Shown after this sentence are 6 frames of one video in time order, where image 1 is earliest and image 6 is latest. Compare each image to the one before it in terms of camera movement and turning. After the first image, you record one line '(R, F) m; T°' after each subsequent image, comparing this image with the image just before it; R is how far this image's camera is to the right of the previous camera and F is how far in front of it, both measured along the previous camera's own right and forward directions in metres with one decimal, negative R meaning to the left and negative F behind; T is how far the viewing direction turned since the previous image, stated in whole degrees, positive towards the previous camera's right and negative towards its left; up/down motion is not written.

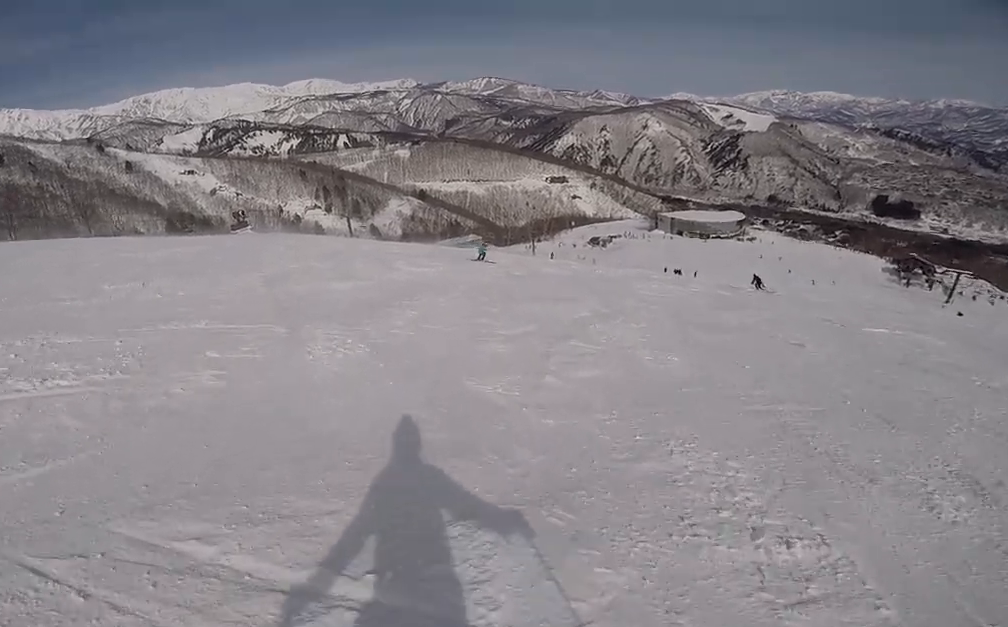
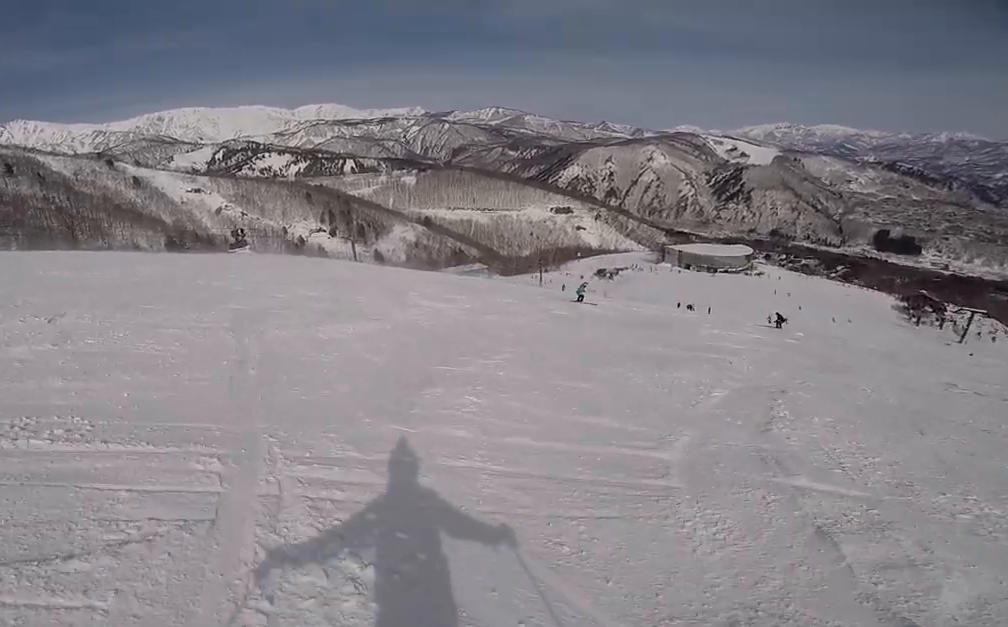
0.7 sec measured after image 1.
(+0.1, +3.8) m; -11°
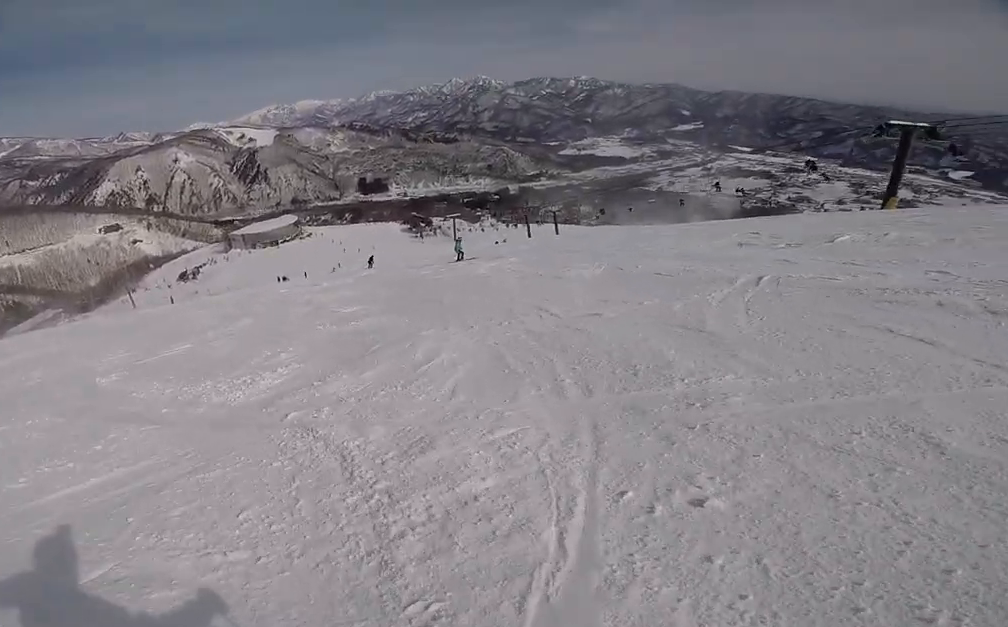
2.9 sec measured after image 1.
(+2.0, +8.9) m; +63°
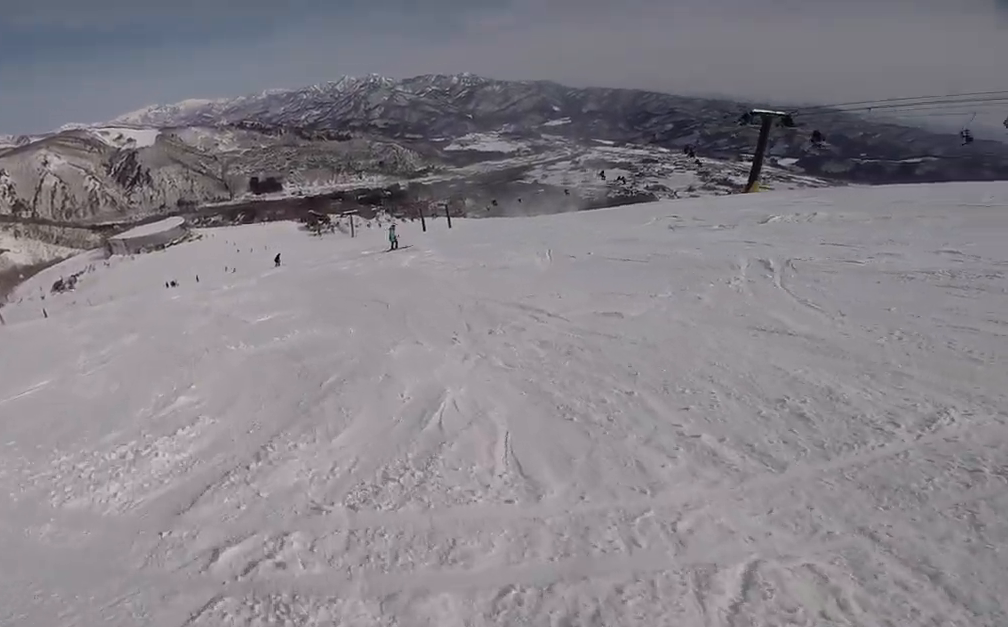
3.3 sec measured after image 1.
(+0.8, +1.4) m; +15°
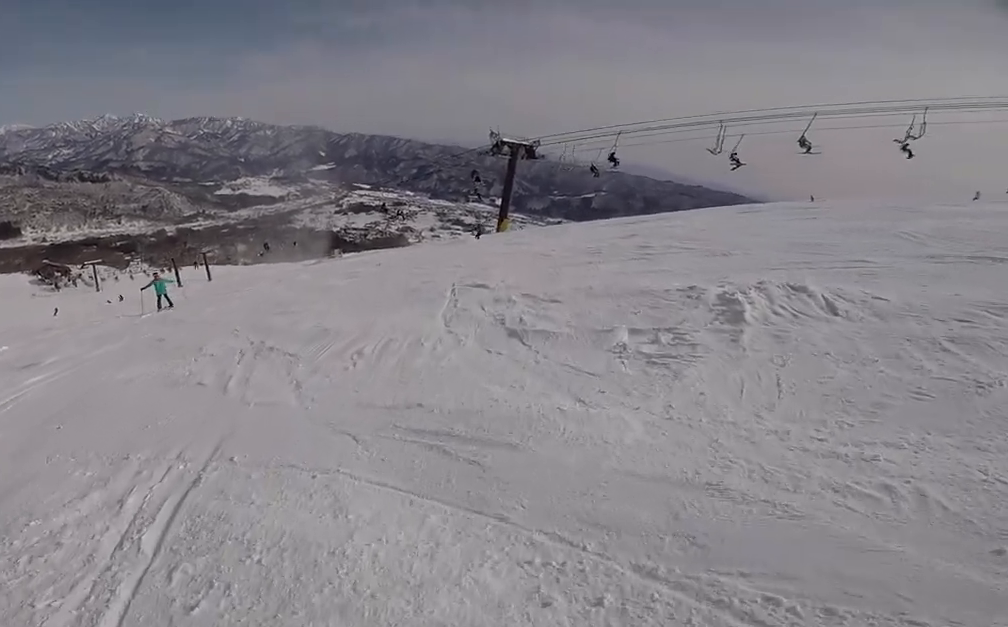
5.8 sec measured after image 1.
(+3.9, +9.5) m; +46°
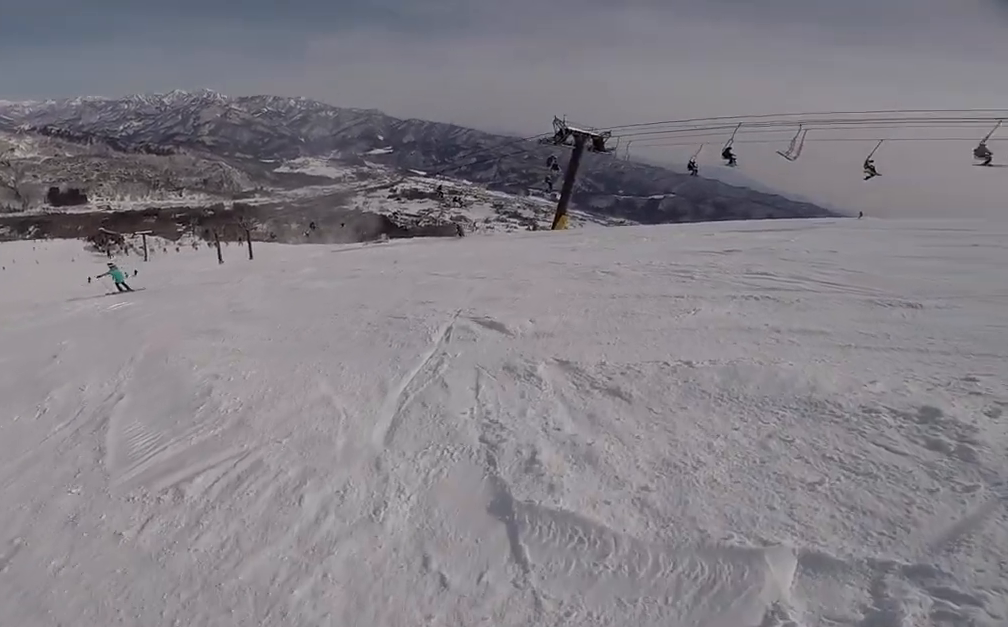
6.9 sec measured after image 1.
(+1.4, +3.8) m; +1°
